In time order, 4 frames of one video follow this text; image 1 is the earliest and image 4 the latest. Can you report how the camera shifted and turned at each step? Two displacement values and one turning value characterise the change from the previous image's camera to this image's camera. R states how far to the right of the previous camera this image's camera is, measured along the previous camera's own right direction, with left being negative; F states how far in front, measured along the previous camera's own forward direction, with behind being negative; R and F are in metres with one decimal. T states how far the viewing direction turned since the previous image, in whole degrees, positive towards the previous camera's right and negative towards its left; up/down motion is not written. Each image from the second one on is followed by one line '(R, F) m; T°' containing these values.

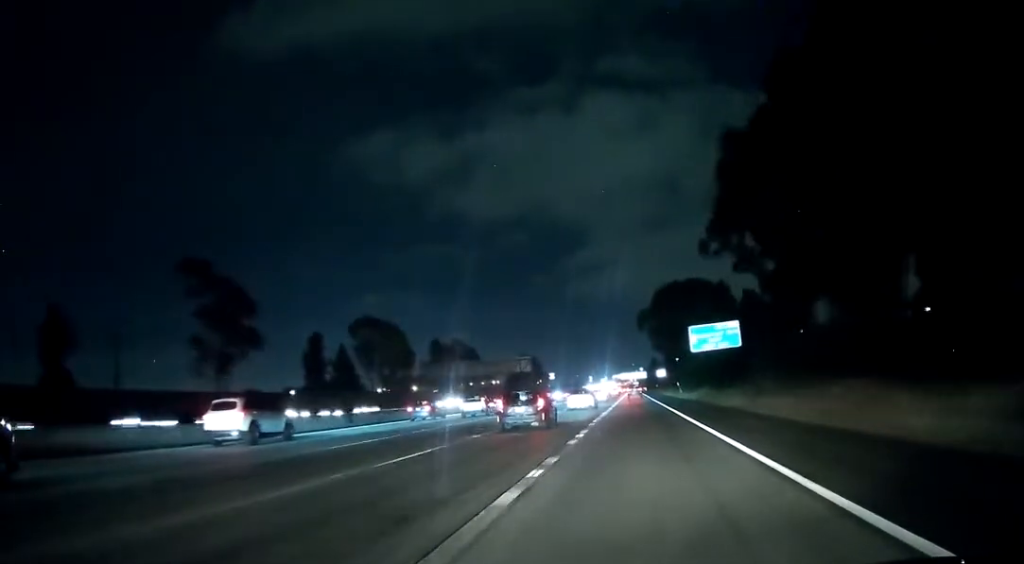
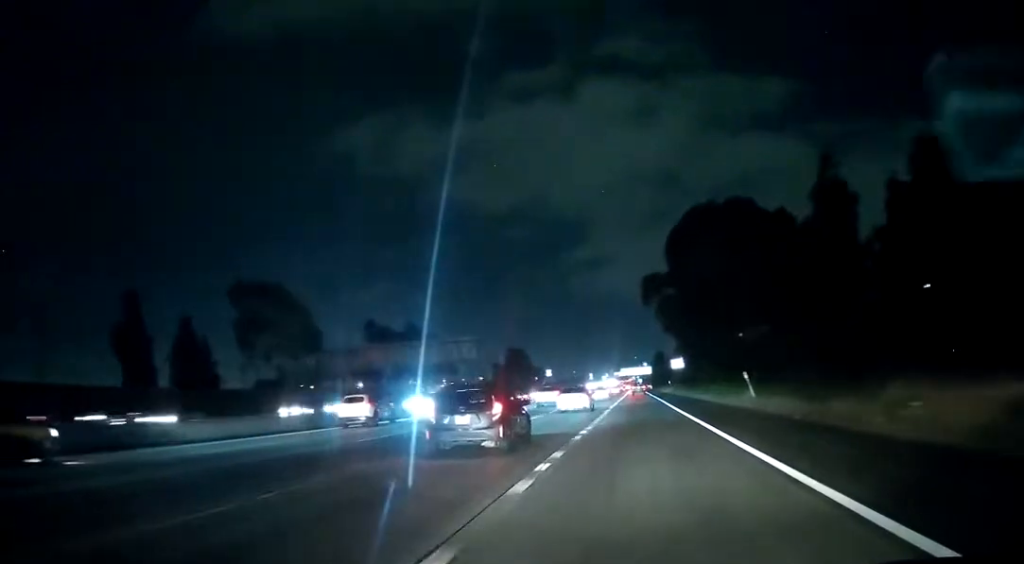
(0.0, +53.8) m; 0°
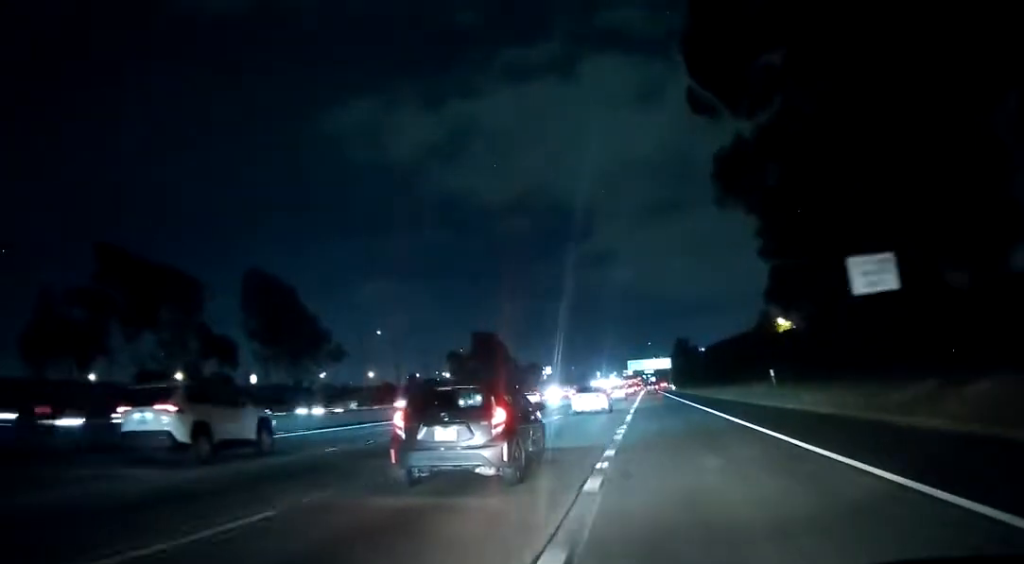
(-1.6, +92.5) m; 0°
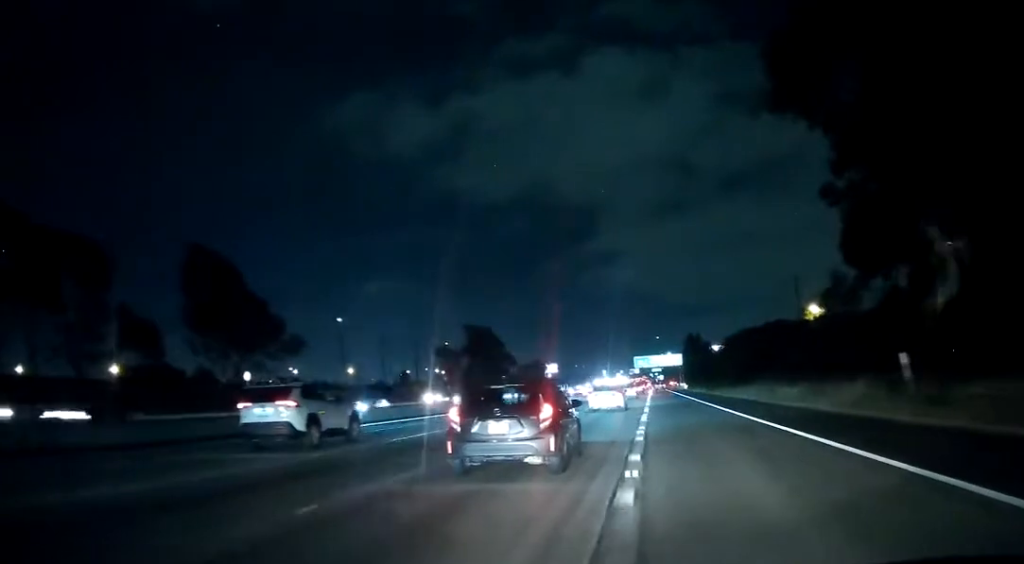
(0.0, +18.7) m; -2°
